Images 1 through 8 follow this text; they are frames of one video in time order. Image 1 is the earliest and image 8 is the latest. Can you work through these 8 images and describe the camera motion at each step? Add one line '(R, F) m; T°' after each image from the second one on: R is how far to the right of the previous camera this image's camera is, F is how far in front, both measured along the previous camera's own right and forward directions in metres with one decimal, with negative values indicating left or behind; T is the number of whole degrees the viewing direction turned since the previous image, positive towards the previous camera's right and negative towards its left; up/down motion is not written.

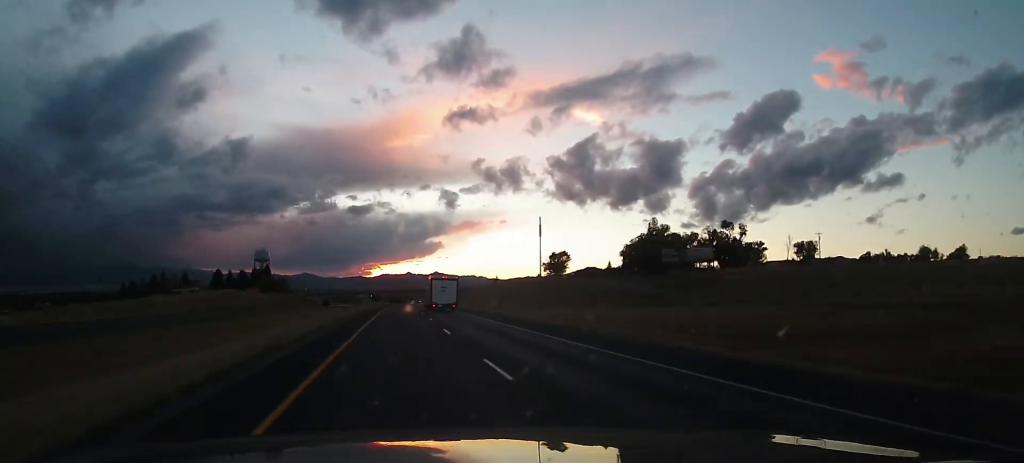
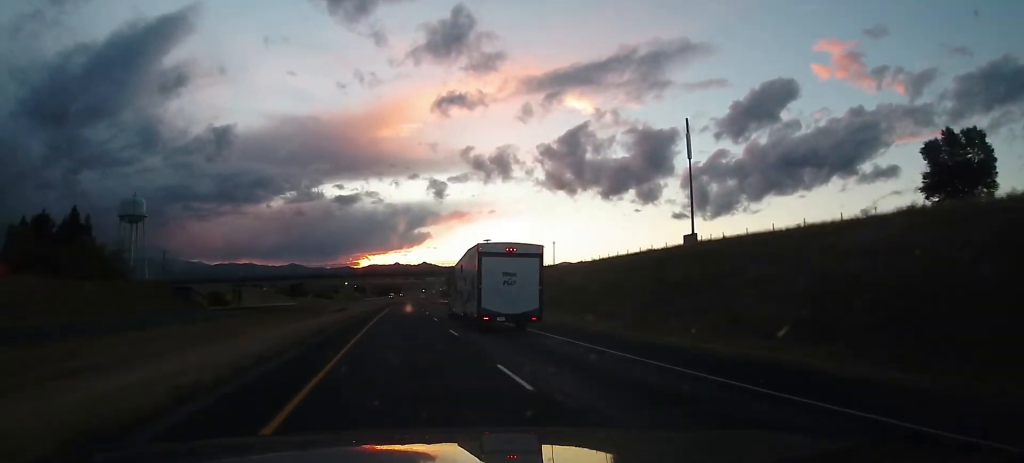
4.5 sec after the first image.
(+0.6, +167.2) m; +1°
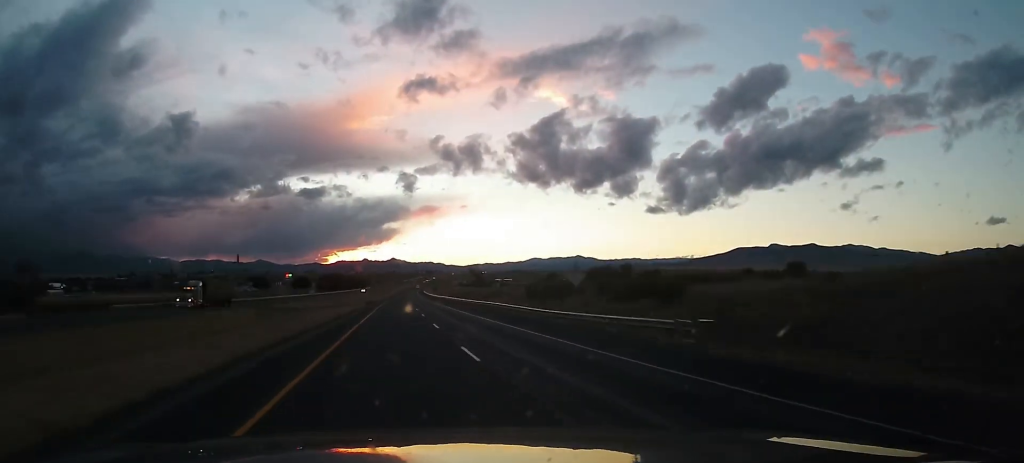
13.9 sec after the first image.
(+8.9, +347.6) m; +3°
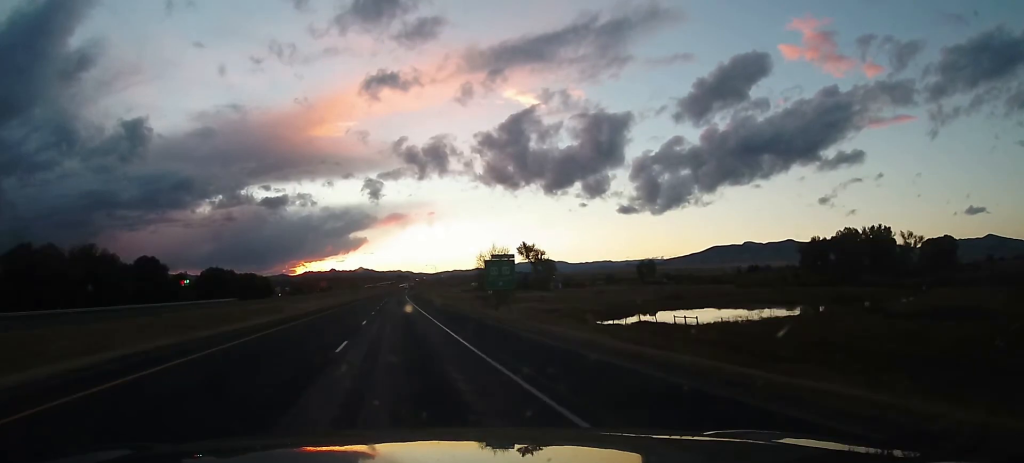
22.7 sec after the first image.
(+8.2, +330.7) m; +2°
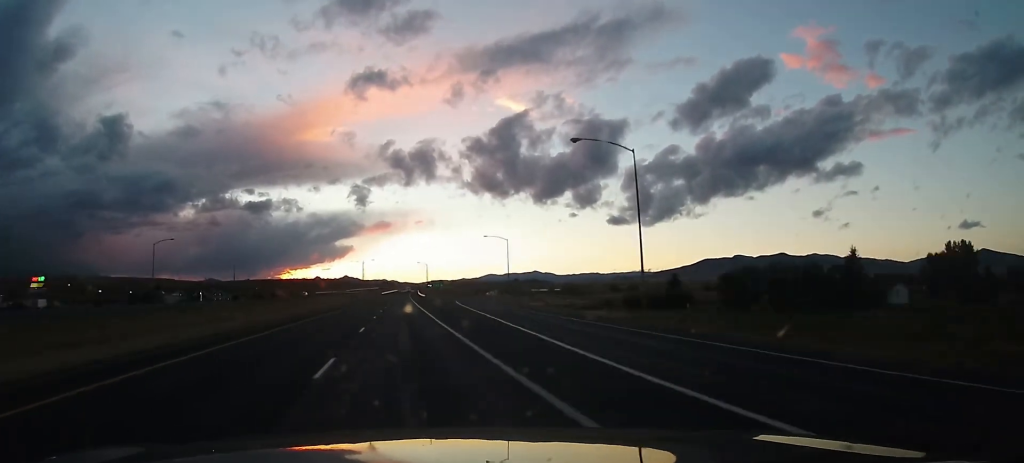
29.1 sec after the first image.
(+1.3, +239.8) m; +2°
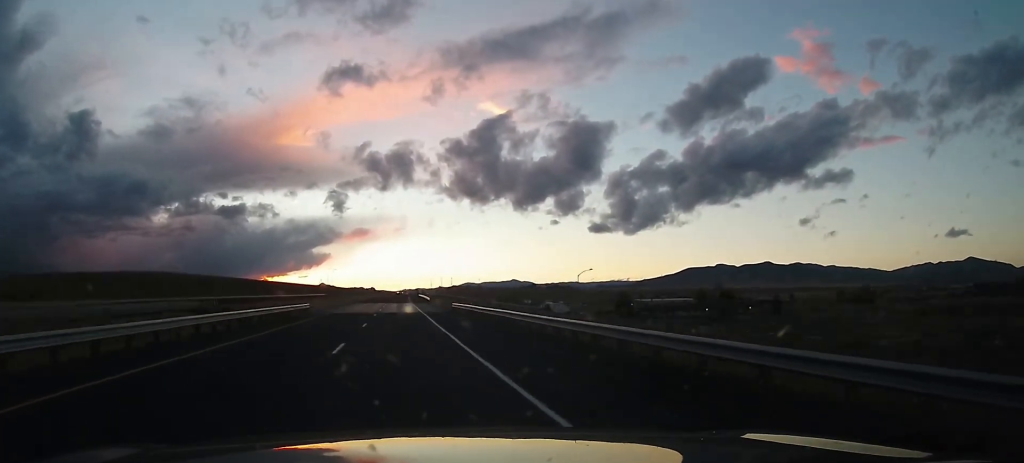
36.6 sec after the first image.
(+7.9, +278.0) m; +2°
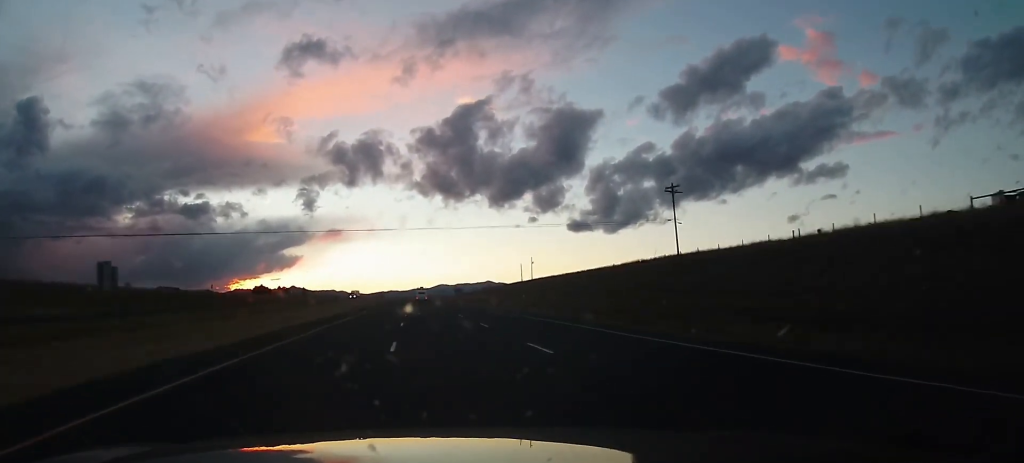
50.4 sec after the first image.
(+13.7, +515.5) m; +3°
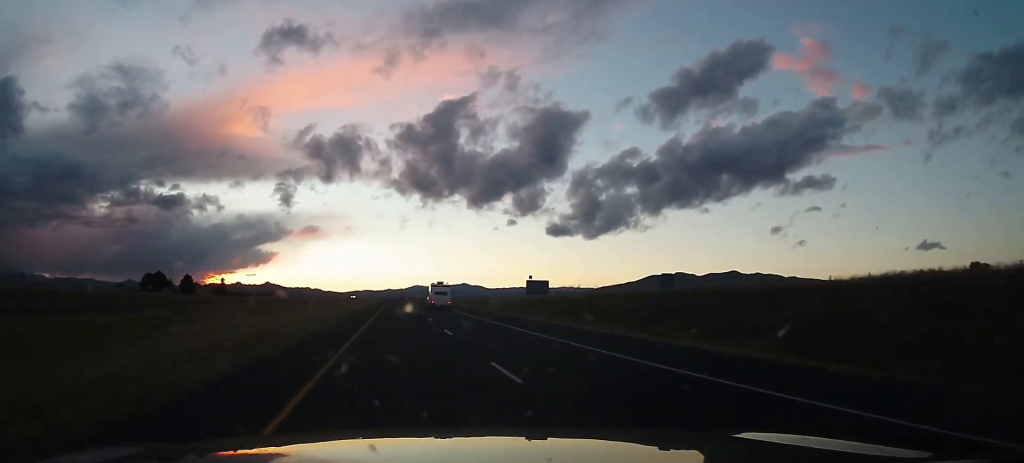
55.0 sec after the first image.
(+0.7, +168.9) m; +1°
